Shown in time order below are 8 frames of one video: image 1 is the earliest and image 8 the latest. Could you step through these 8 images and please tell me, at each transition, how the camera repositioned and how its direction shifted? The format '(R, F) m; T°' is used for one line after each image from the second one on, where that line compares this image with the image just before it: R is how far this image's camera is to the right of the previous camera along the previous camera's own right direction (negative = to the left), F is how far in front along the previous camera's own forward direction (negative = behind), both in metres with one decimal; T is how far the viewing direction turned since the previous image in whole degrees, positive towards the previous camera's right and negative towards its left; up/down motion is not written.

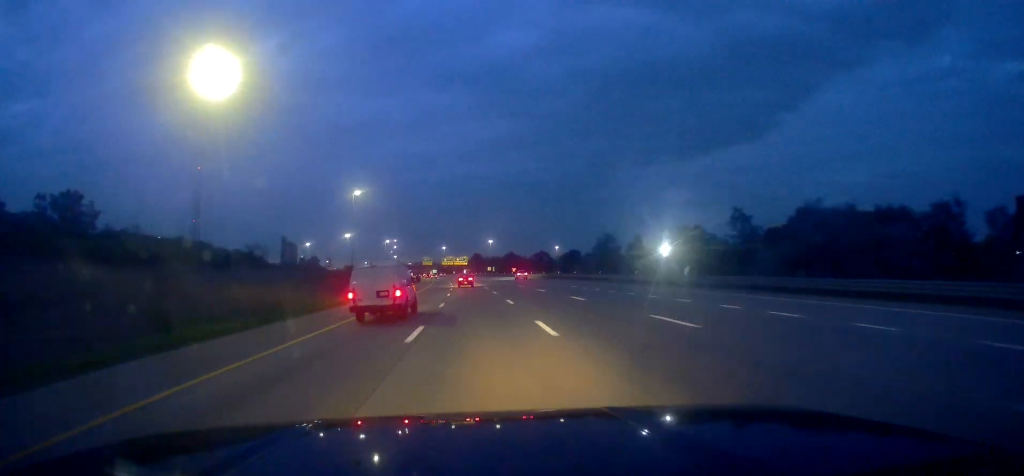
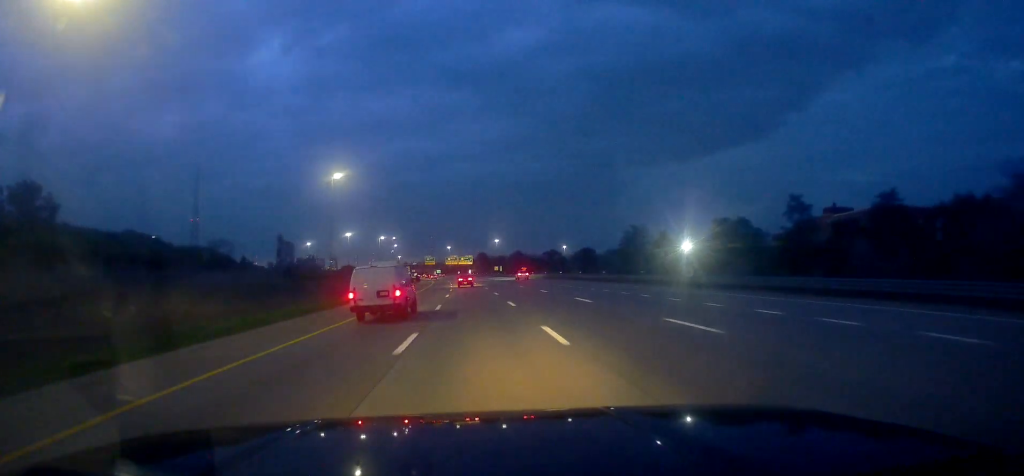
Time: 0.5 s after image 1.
(-0.2, +16.8) m; 0°
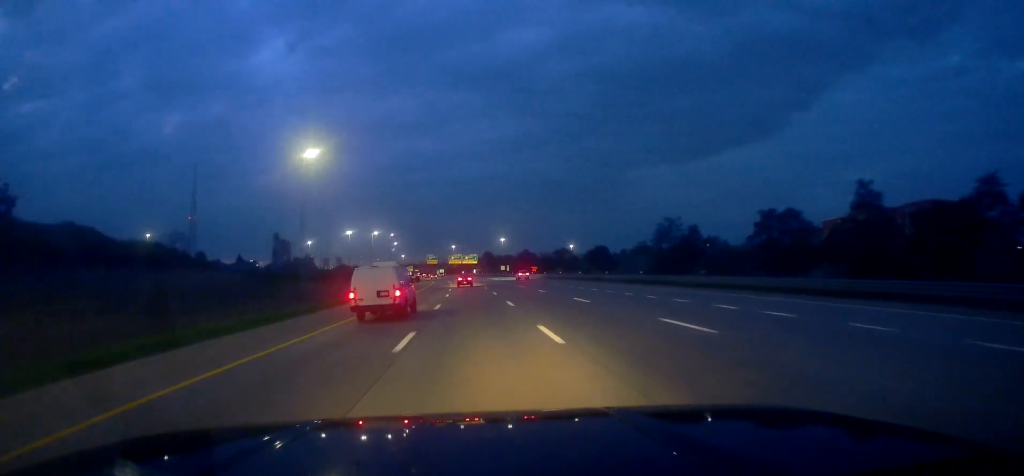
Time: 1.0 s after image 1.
(-0.1, +14.7) m; 0°
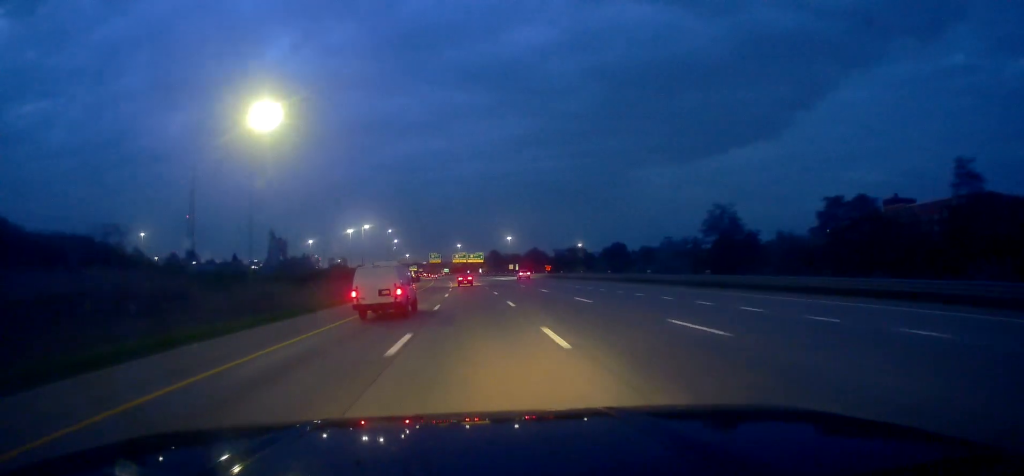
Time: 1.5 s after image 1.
(+0.2, +15.8) m; 0°
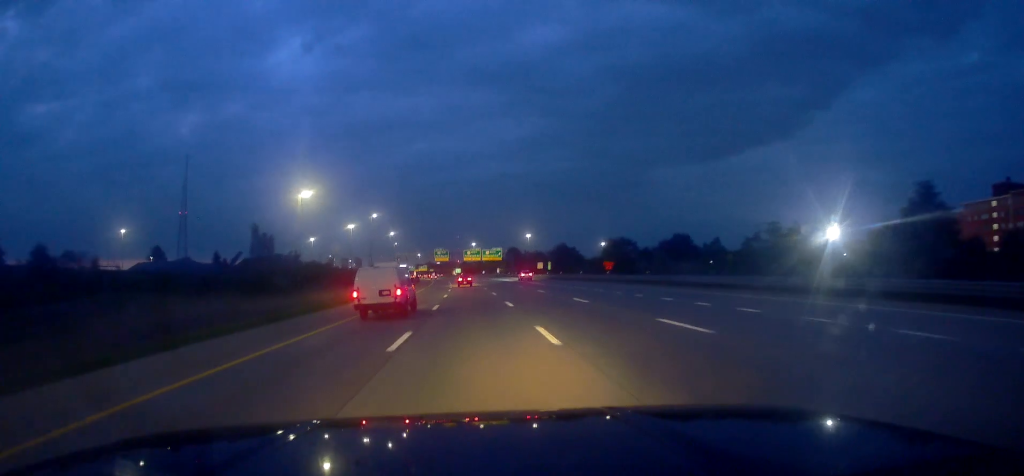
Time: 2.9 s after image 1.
(-0.5, +44.7) m; -1°
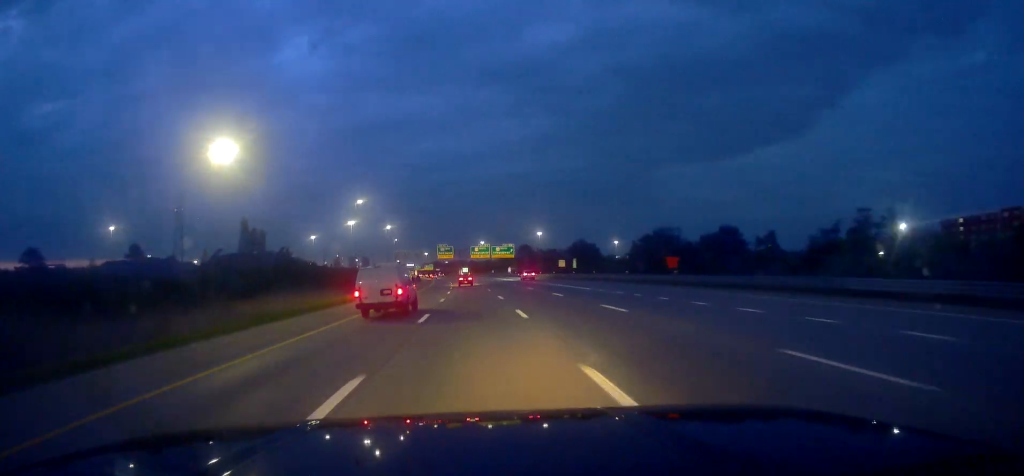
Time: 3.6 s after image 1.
(0.0, +22.5) m; -1°
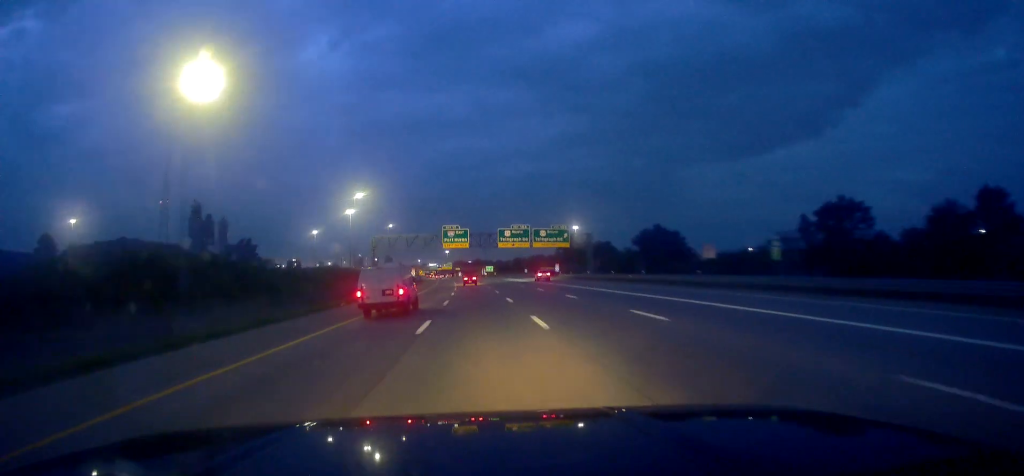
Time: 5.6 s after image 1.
(-2.3, +63.6) m; -4°
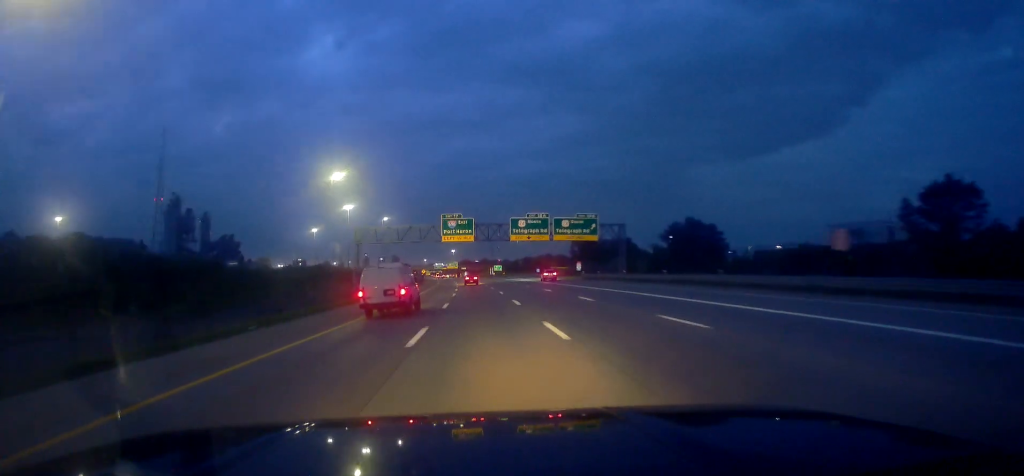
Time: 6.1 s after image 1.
(-0.2, +18.5) m; -1°
